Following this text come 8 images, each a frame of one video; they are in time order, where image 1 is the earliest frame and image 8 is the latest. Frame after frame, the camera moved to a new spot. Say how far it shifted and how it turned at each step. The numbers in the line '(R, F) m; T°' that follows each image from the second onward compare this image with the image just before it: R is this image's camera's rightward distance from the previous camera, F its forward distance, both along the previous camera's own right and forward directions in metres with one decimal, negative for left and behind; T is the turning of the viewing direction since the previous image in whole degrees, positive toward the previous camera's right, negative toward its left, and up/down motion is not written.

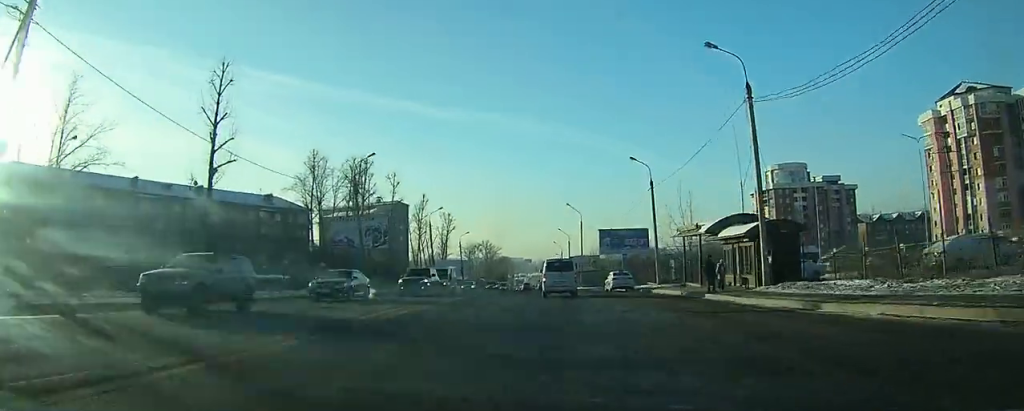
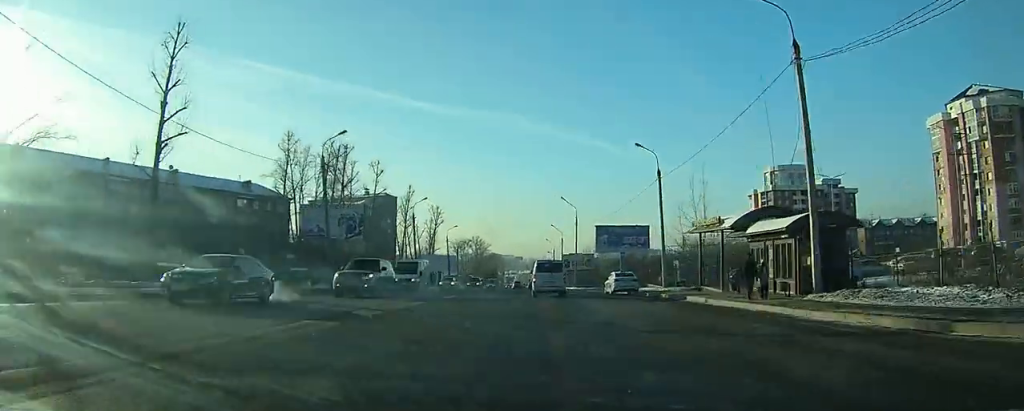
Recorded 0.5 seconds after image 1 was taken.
(0.0, +4.8) m; 0°
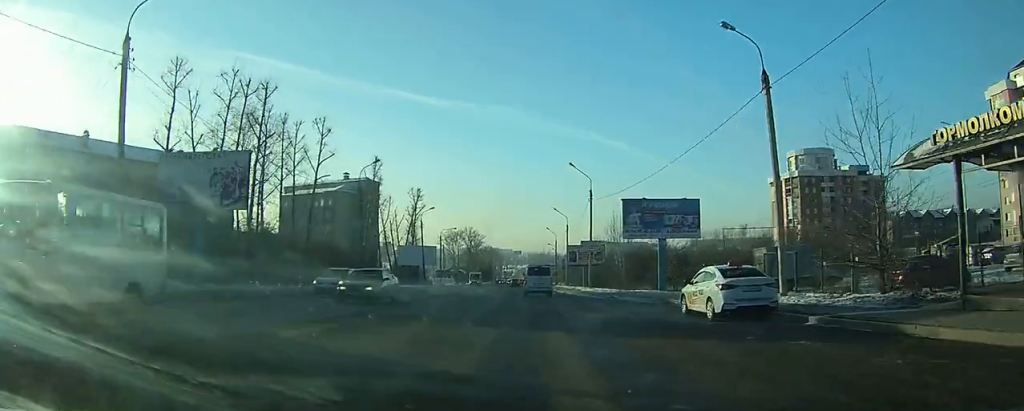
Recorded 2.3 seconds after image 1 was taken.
(+0.2, +18.3) m; +1°
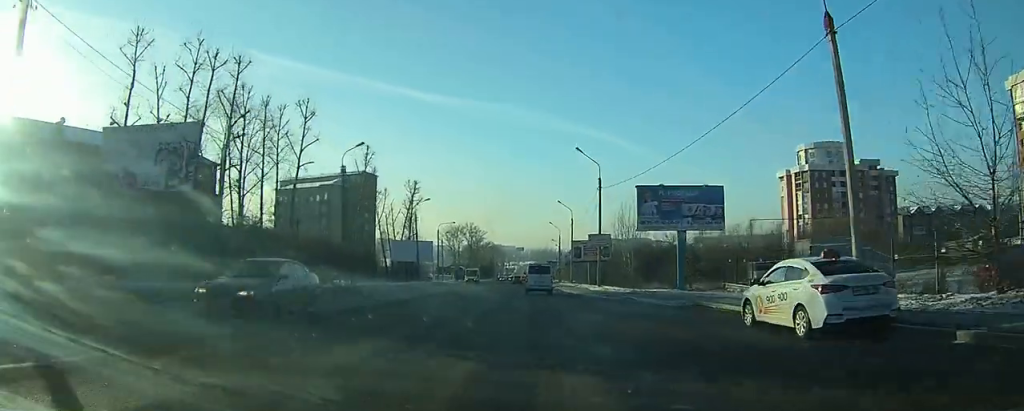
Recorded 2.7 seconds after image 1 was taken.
(0.0, +4.9) m; 0°
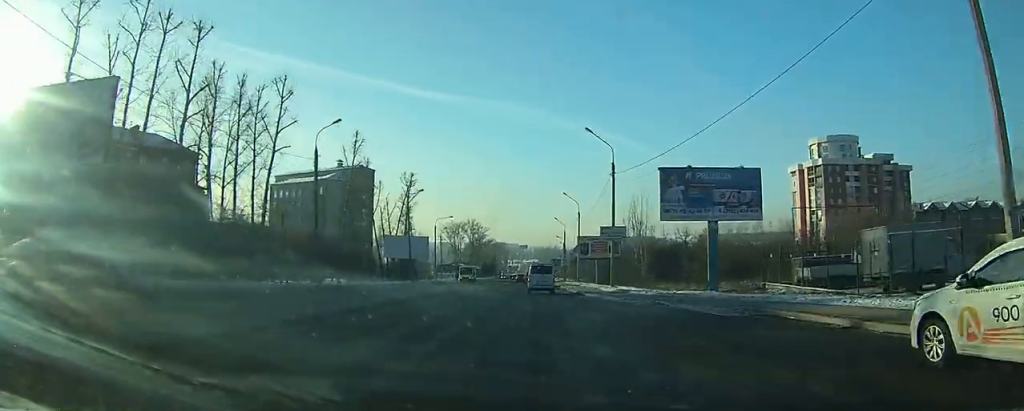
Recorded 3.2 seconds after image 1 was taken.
(0.0, +7.0) m; 0°
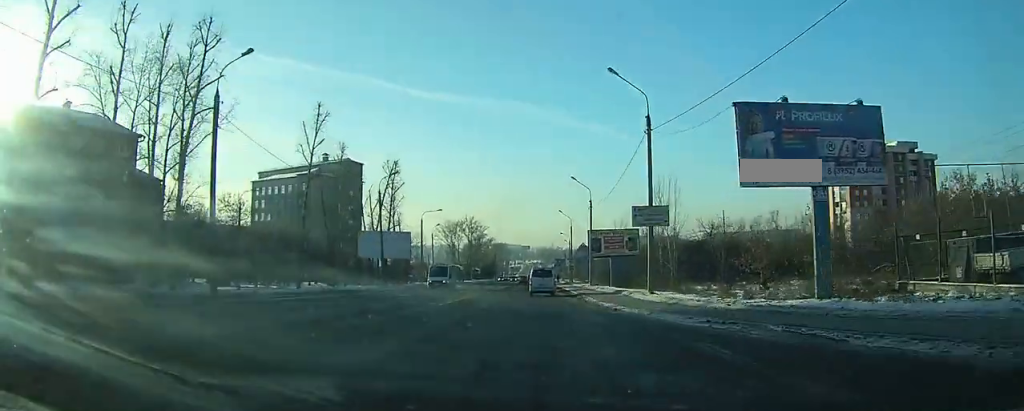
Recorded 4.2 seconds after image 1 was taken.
(0.0, +14.4) m; 0°
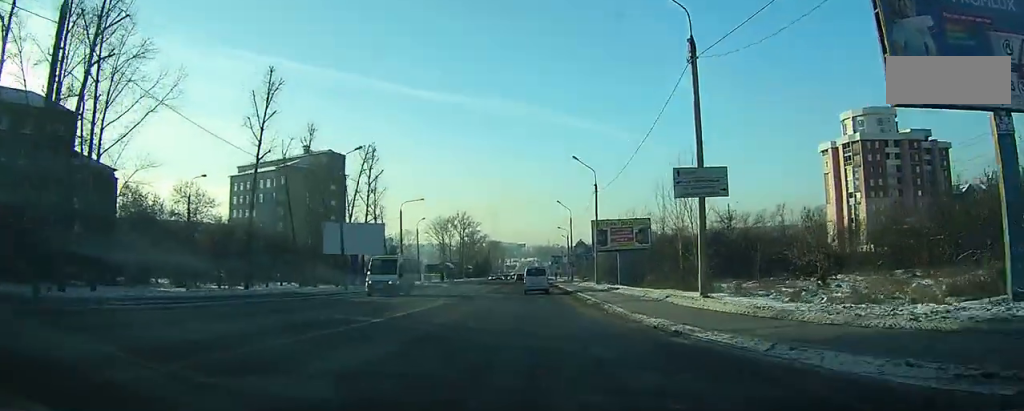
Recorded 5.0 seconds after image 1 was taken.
(0.0, +10.8) m; 0°
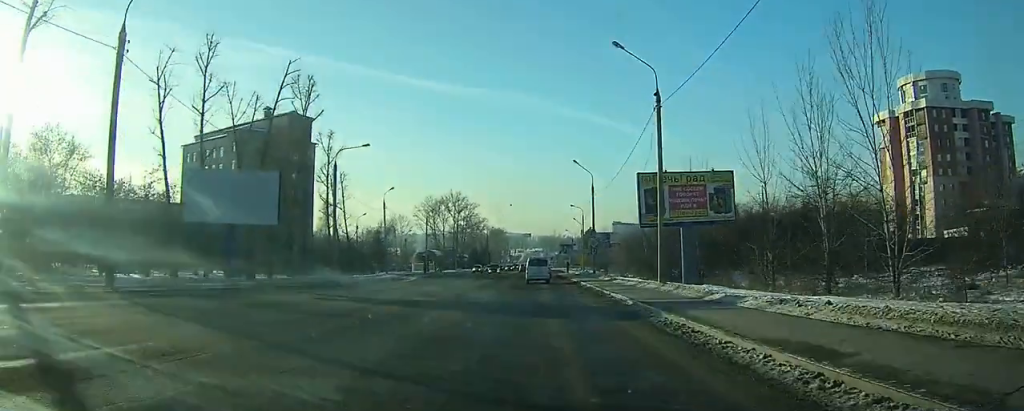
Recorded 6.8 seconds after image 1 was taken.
(0.0, +26.2) m; 0°
